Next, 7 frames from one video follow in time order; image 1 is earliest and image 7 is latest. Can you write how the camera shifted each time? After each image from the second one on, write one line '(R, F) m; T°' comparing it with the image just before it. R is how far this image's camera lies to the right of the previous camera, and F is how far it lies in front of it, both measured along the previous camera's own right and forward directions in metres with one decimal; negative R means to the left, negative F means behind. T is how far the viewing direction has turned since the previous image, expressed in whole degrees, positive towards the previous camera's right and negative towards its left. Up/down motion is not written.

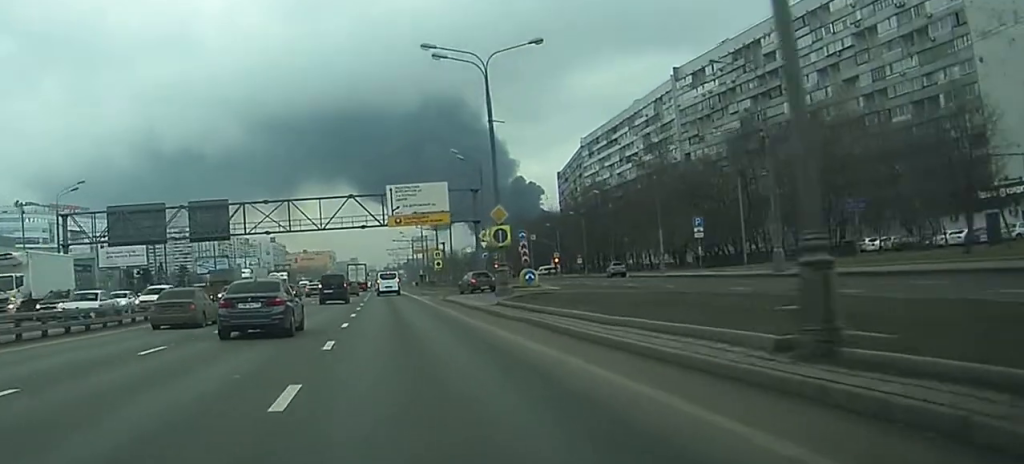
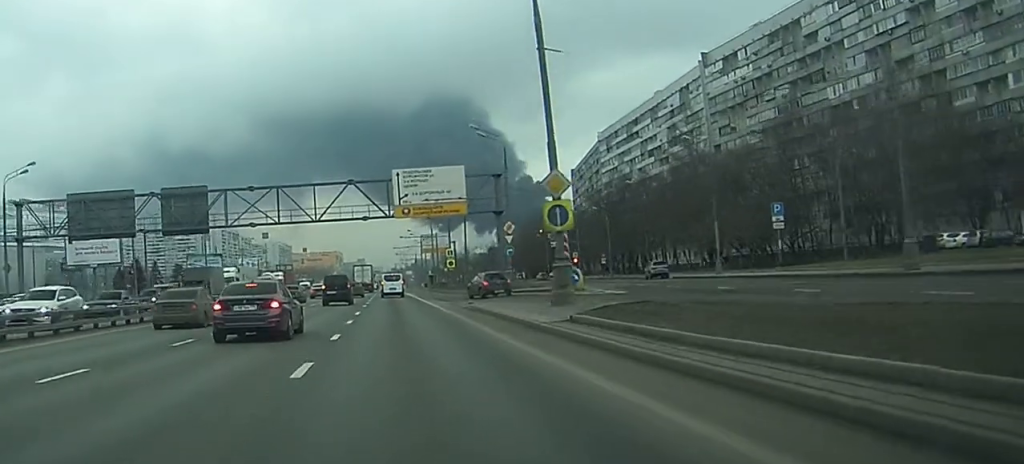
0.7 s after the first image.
(-0.1, +12.9) m; -1°
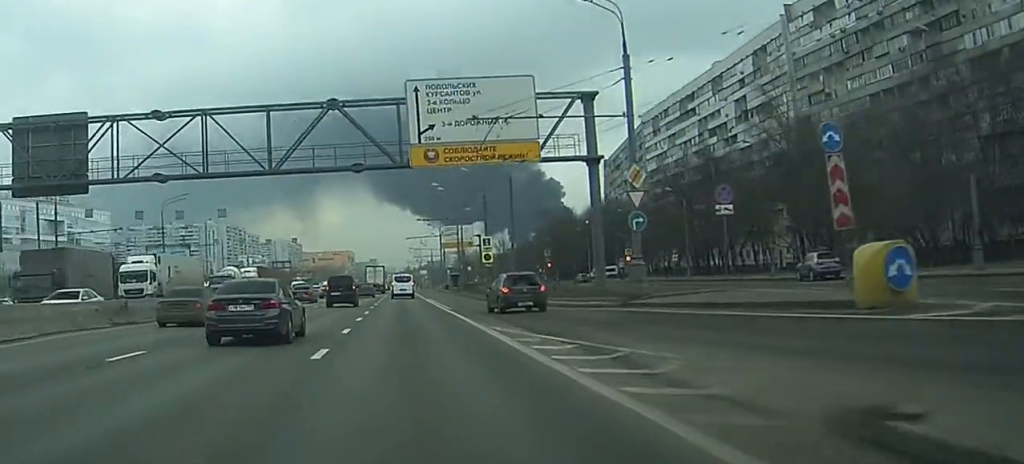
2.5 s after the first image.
(-0.6, +32.1) m; -2°
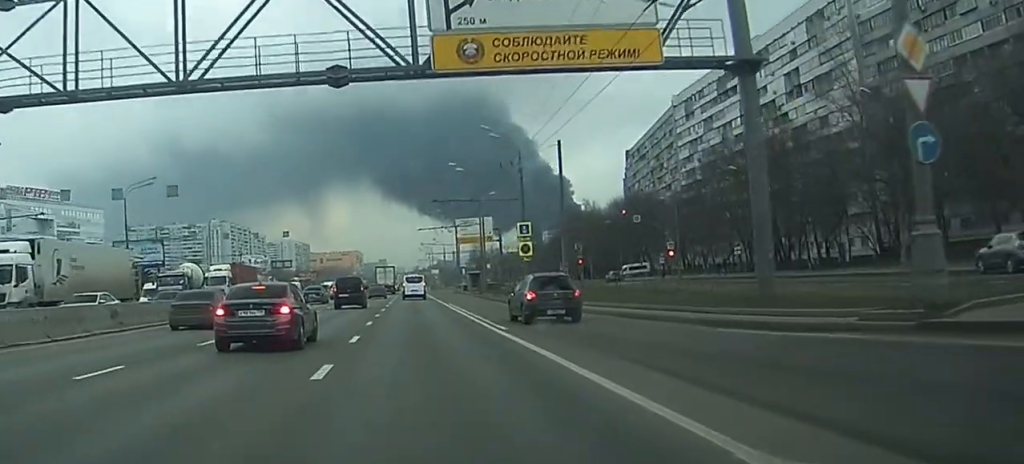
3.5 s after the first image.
(0.0, +18.4) m; 0°
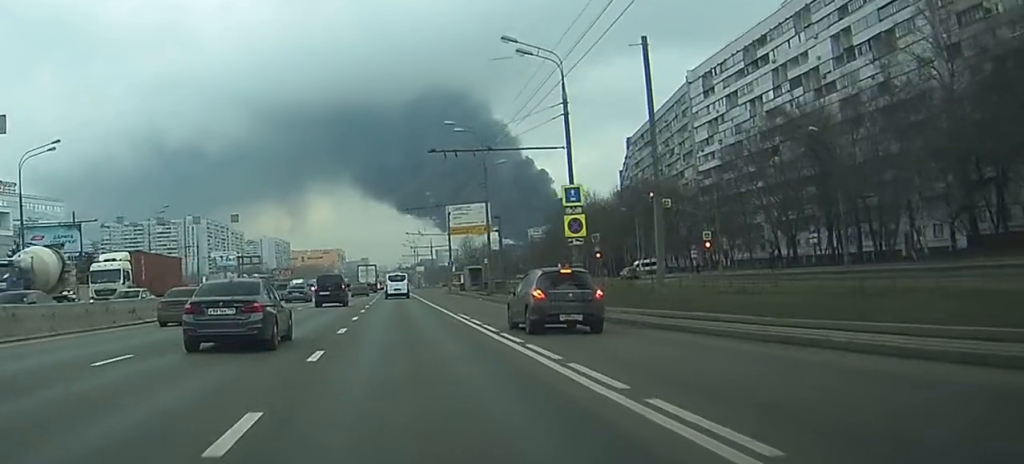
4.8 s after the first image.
(0.0, +22.3) m; 0°
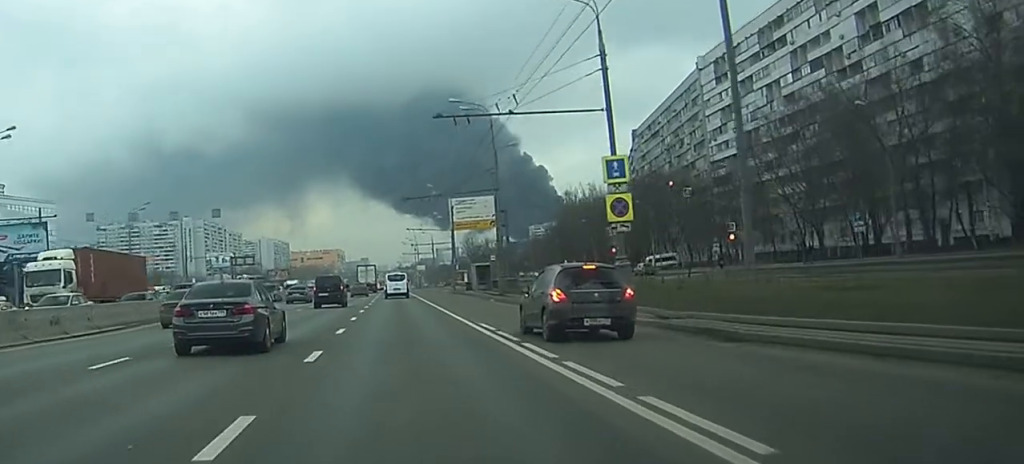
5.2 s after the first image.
(0.0, +8.2) m; 0°
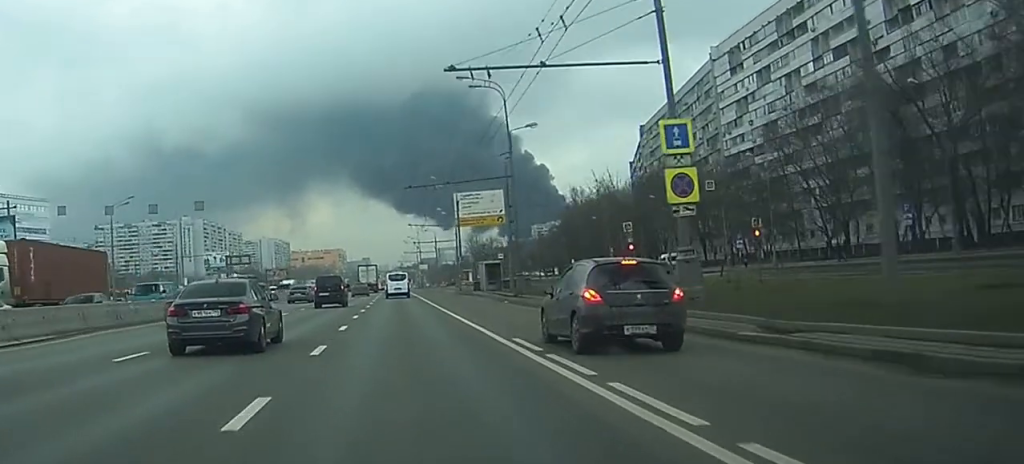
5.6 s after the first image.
(0.0, +6.9) m; 0°
